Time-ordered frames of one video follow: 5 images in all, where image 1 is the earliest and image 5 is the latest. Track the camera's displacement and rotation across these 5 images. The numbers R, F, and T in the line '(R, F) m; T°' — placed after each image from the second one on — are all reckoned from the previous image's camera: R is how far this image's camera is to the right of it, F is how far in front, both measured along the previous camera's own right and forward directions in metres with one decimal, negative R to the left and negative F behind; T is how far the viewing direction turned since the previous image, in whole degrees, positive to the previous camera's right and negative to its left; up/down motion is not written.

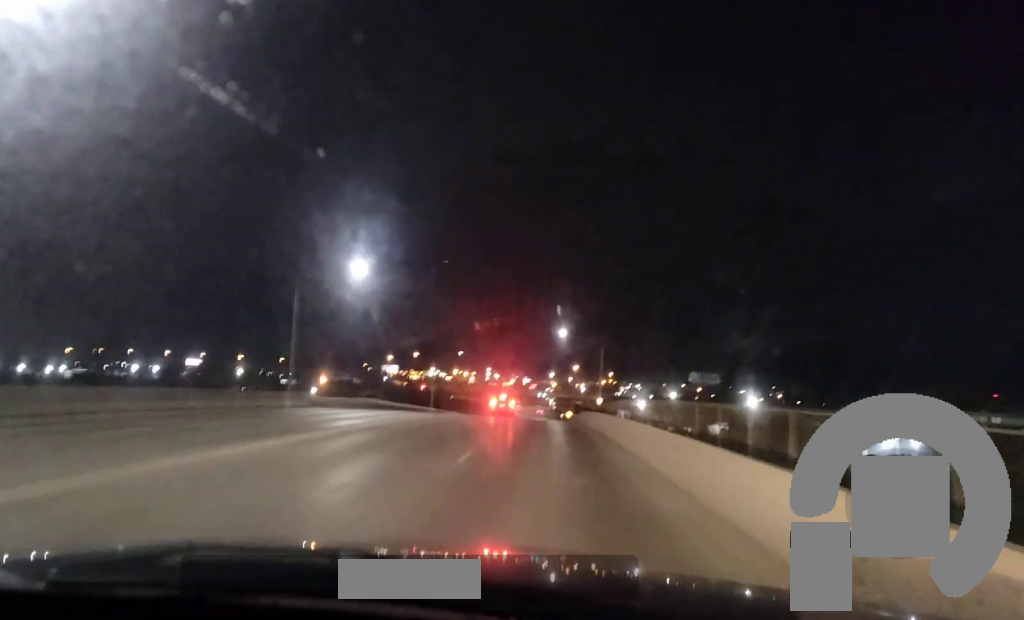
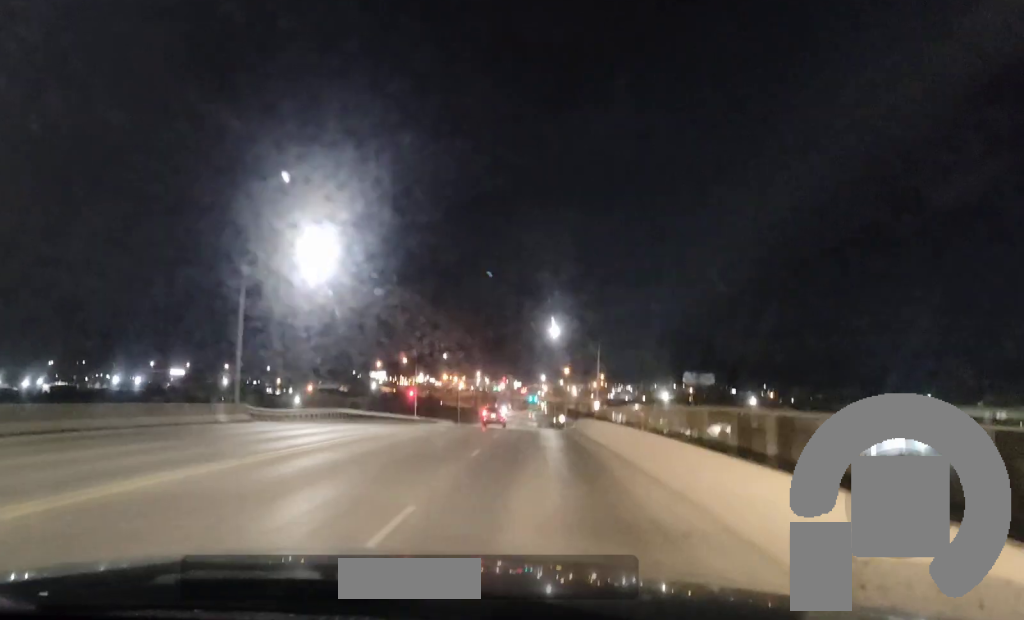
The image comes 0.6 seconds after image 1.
(-0.1, +7.9) m; -1°
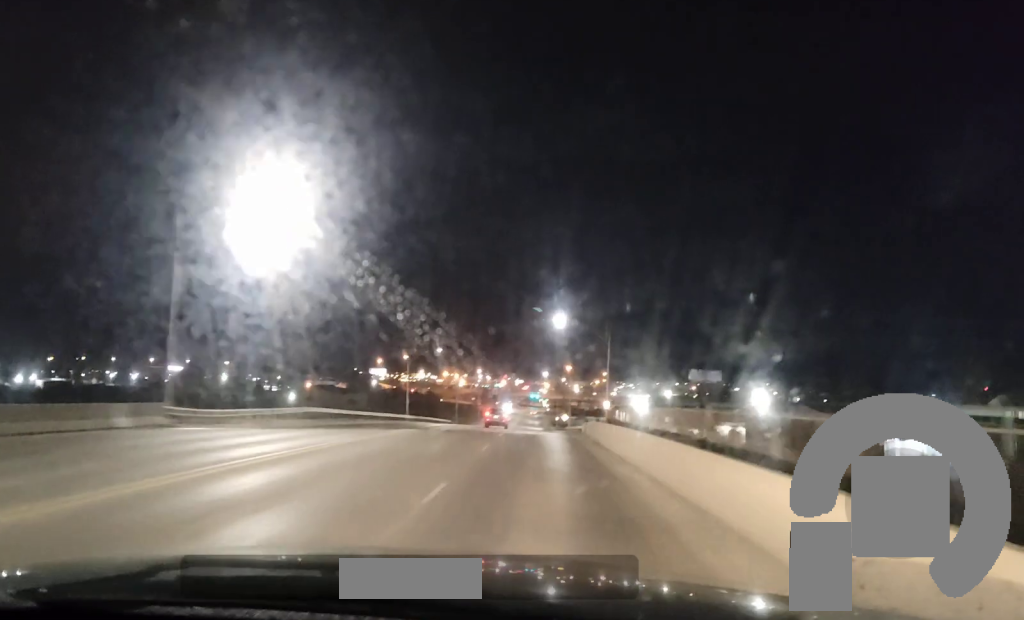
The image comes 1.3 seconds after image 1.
(0.0, +9.5) m; 0°
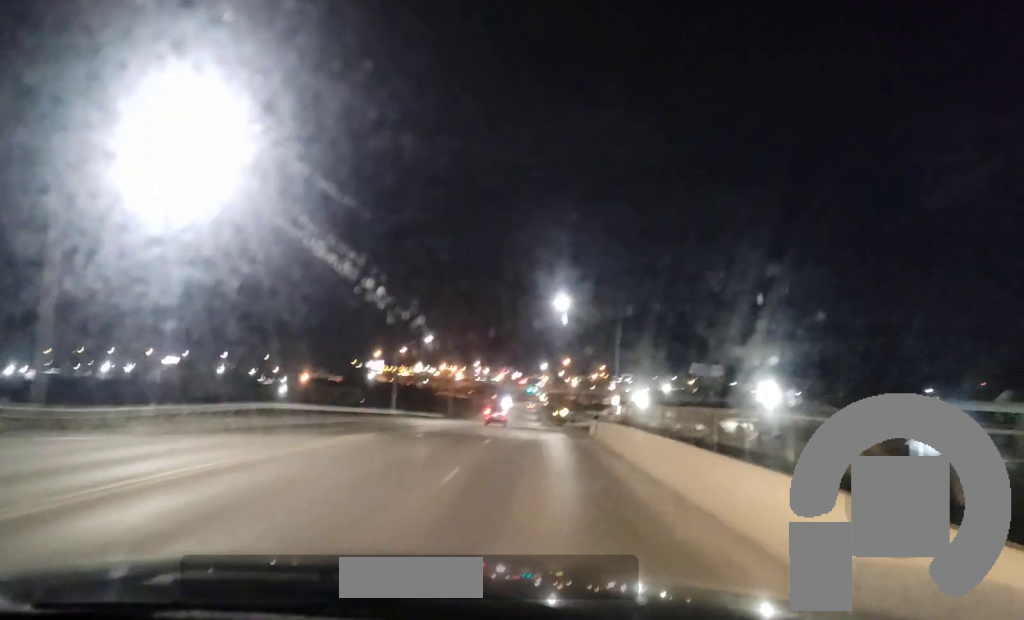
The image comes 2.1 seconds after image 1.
(-0.1, +10.1) m; 0°
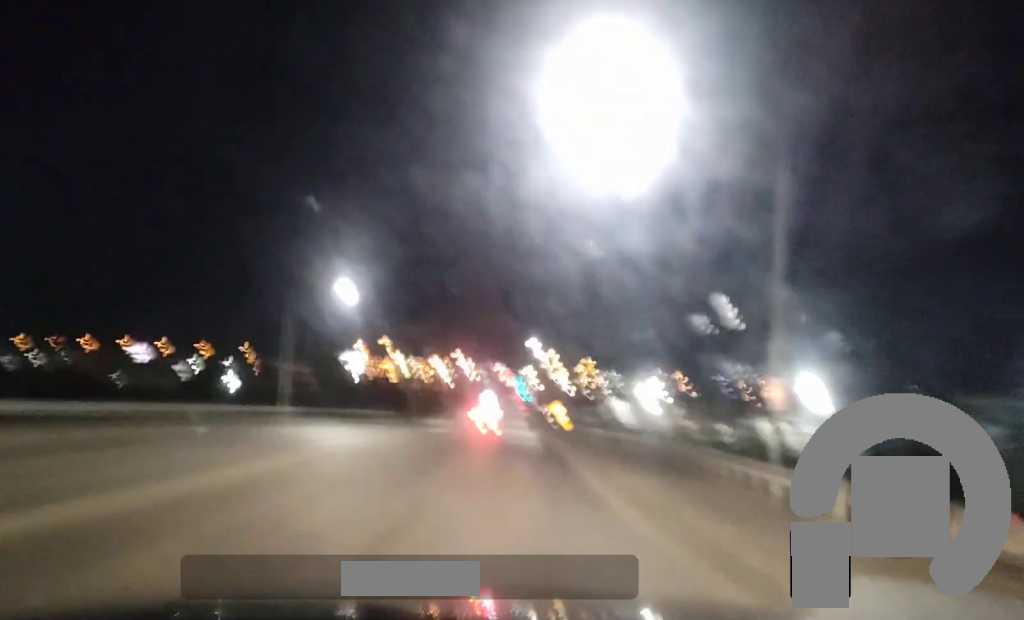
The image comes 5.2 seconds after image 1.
(+0.7, +41.1) m; +2°
